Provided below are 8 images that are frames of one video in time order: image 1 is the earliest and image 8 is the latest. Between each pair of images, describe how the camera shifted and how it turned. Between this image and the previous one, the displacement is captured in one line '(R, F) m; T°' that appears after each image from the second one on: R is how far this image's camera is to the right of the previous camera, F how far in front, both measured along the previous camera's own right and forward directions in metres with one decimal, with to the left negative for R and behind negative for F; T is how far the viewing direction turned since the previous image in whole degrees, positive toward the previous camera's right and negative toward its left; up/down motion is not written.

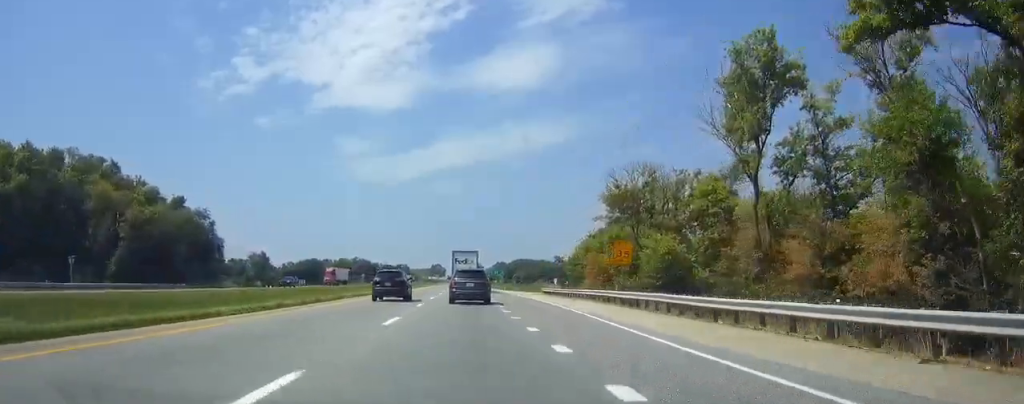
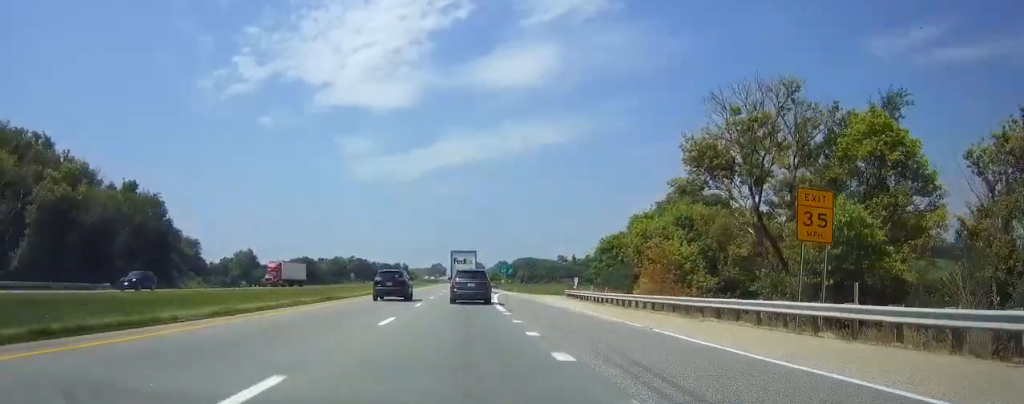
(0.0, +24.3) m; 0°
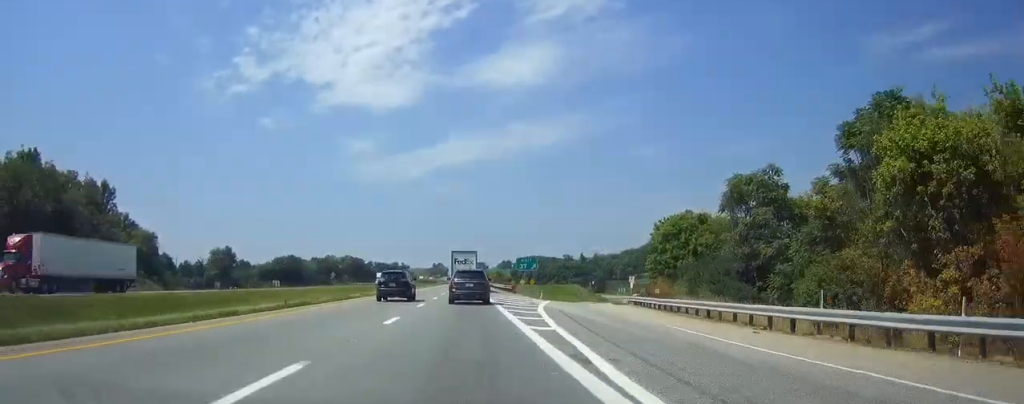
(-0.1, +35.7) m; 0°
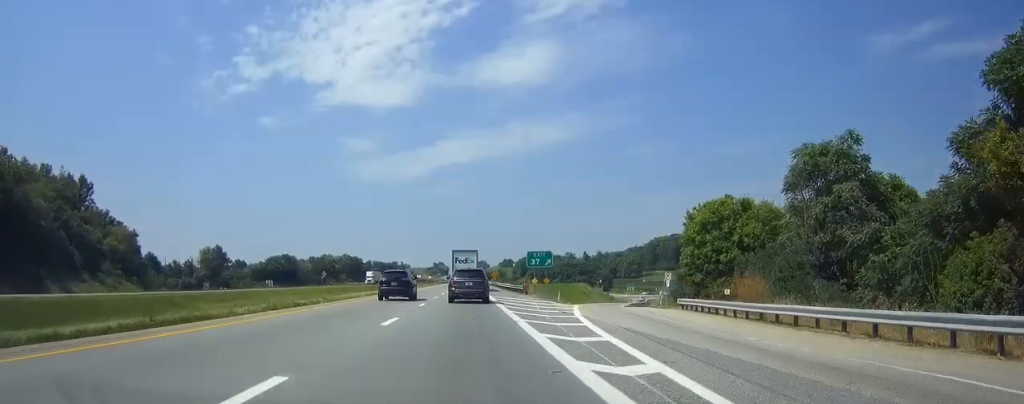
(0.0, +13.3) m; 0°
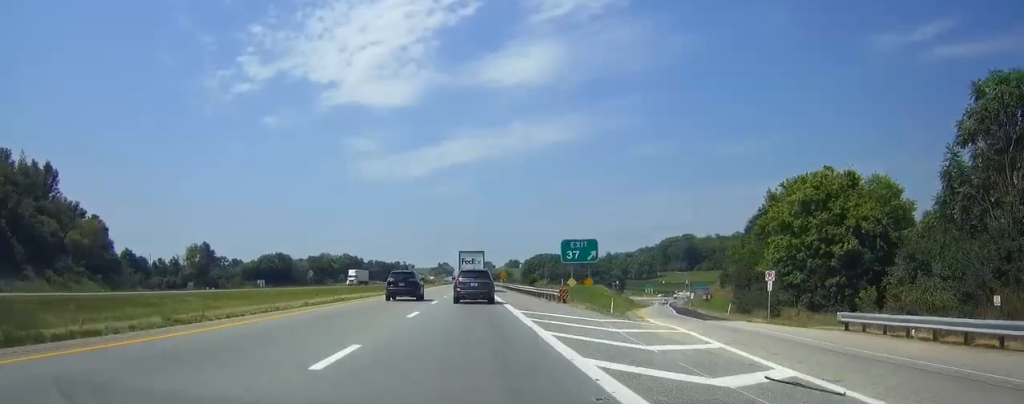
(0.0, +20.5) m; 0°
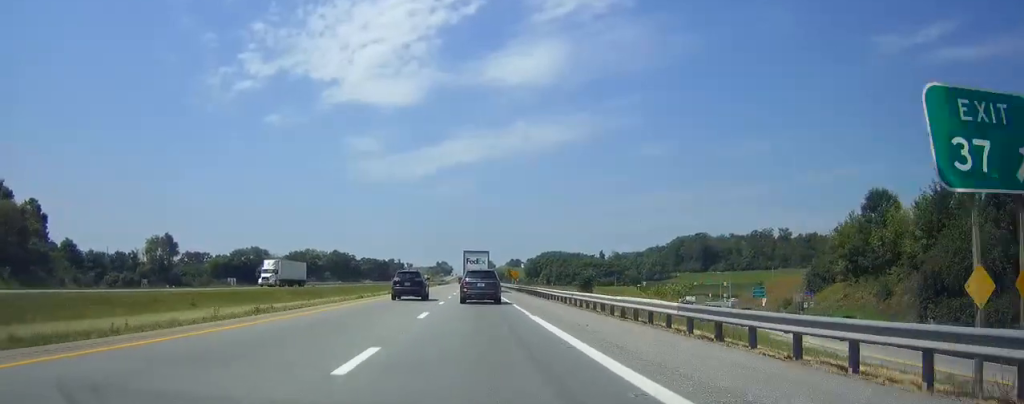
(0.0, +36.9) m; 0°
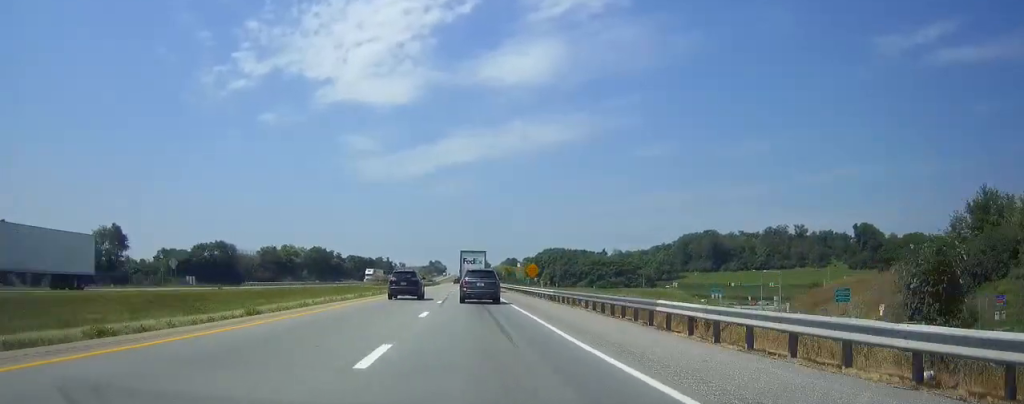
(0.0, +36.0) m; 0°
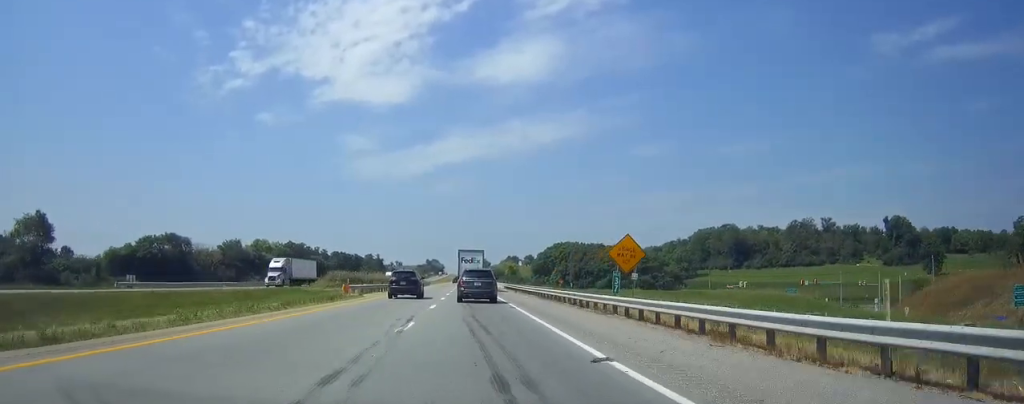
(-0.1, +43.2) m; 0°
